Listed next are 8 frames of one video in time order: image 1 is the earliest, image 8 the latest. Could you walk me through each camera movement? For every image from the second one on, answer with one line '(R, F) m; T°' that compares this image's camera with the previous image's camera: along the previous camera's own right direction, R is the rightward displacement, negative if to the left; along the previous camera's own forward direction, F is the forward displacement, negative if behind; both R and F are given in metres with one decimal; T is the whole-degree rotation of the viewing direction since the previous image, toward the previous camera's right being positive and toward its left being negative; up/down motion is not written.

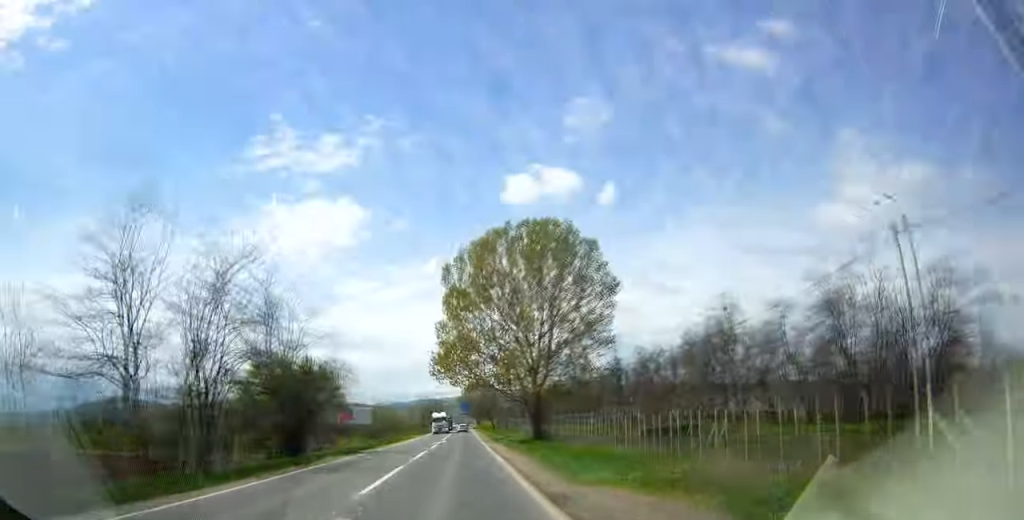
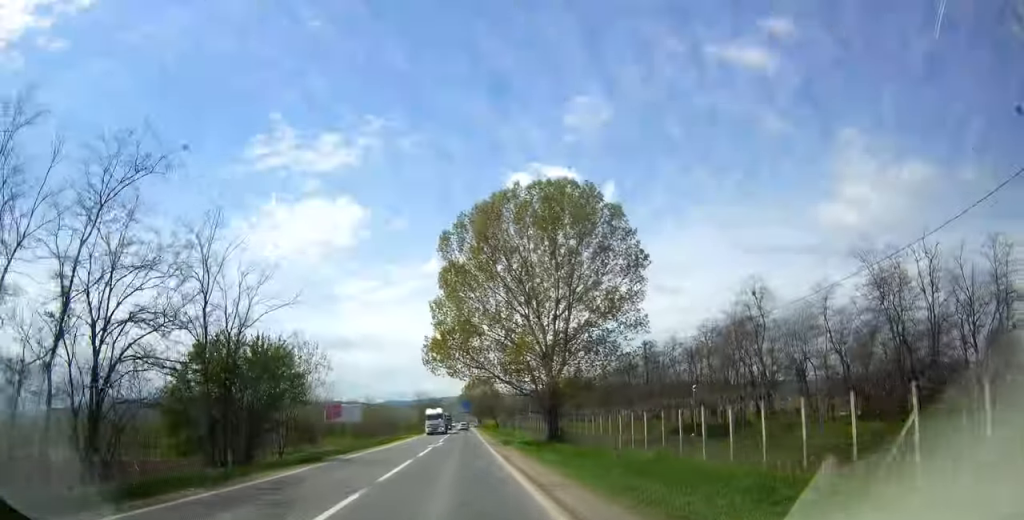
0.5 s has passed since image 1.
(+0.1, +8.2) m; 0°
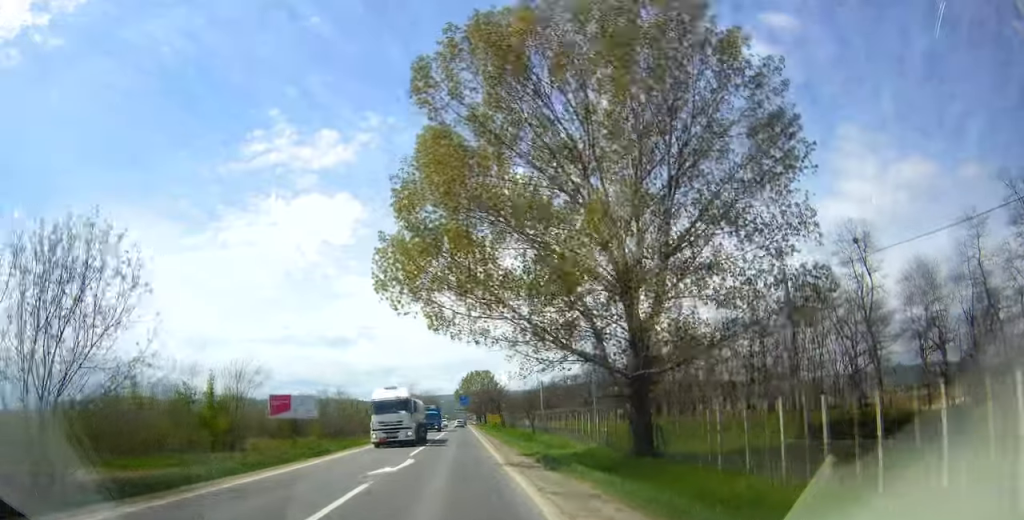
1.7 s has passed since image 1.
(-0.6, +22.6) m; -2°
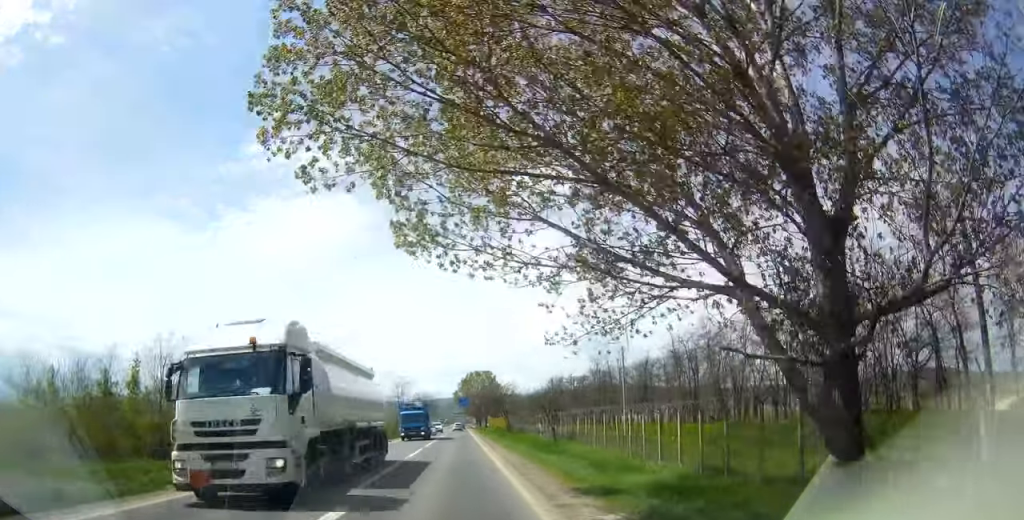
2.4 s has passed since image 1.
(-0.1, +12.4) m; 0°
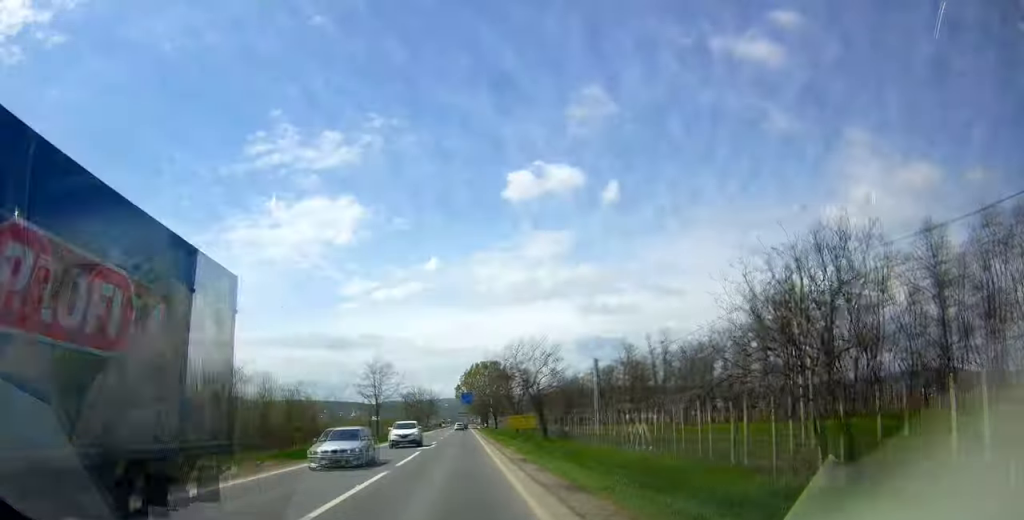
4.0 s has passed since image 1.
(+0.7, +28.5) m; +2°
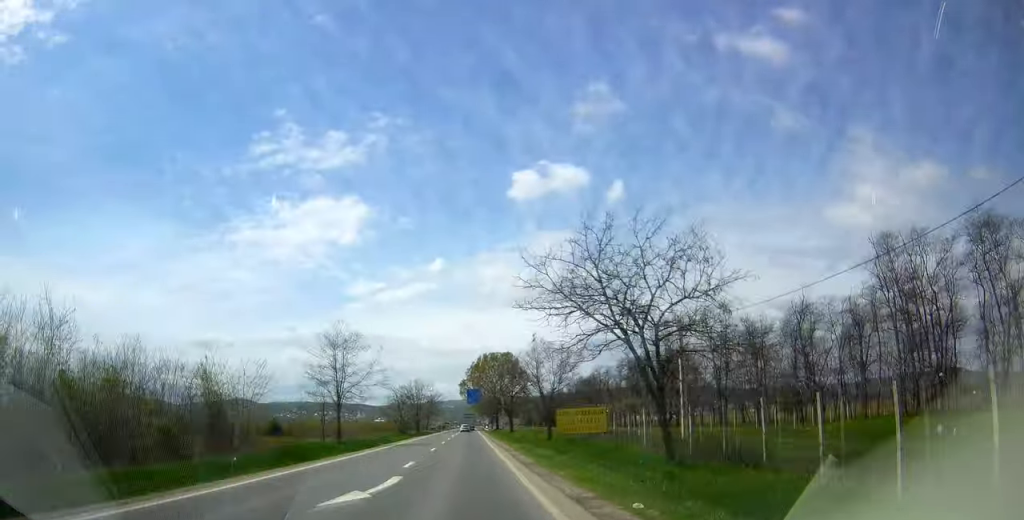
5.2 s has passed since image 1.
(-0.1, +23.5) m; -1°
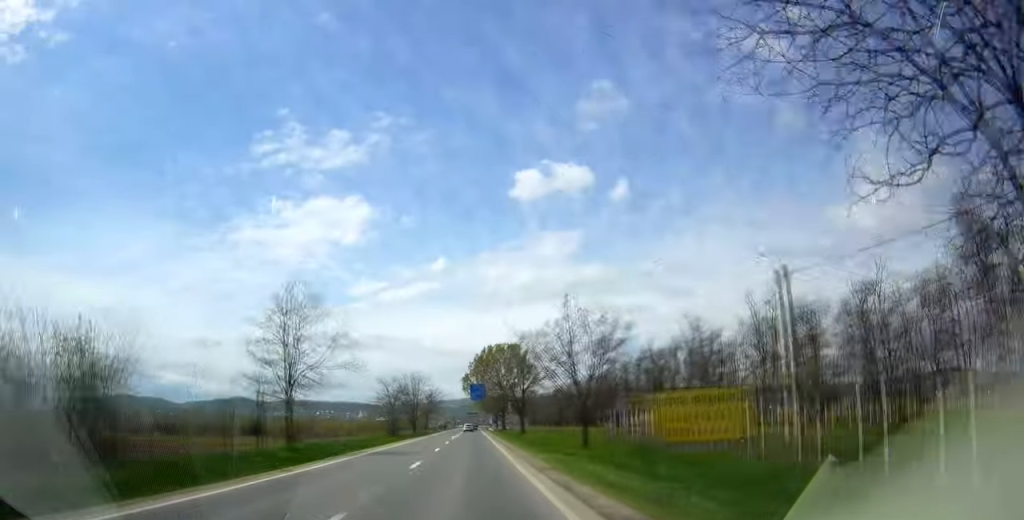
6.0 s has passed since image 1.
(-0.2, +13.4) m; 0°
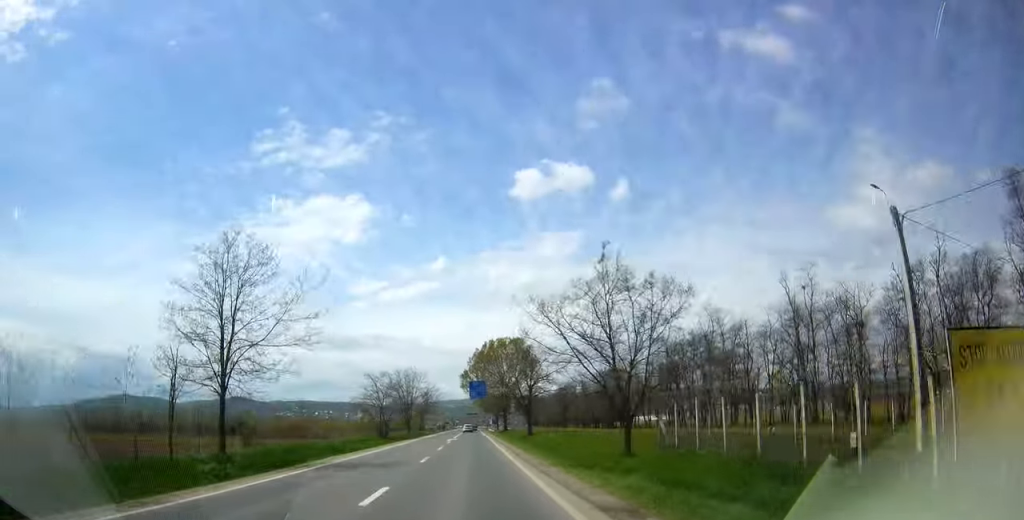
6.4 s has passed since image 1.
(-0.1, +8.9) m; 0°
